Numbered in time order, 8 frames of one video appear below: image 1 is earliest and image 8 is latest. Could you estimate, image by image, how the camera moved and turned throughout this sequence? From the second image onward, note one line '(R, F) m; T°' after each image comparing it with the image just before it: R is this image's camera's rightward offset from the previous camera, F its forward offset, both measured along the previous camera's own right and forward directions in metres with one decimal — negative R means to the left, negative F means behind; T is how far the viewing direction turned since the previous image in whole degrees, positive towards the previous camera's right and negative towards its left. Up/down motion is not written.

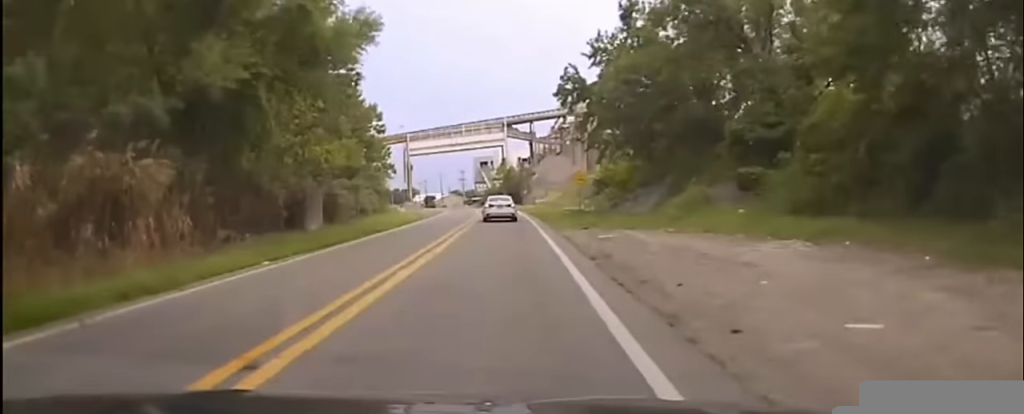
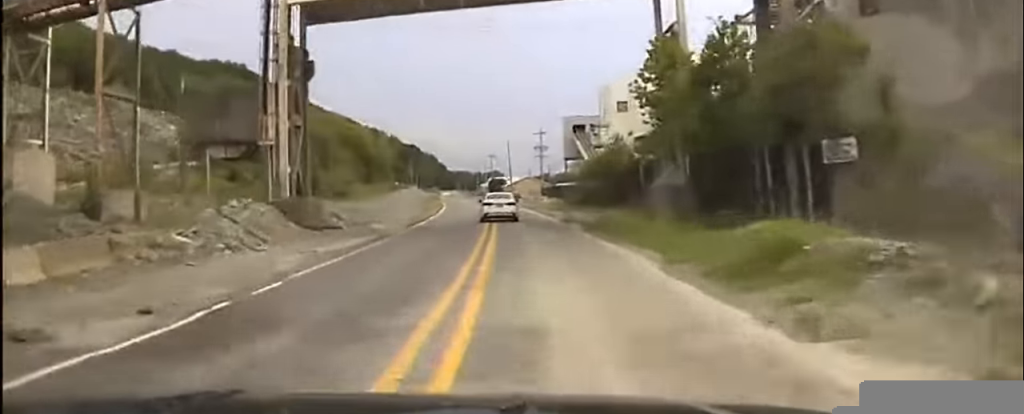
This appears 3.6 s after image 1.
(-4.6, +119.9) m; -6°
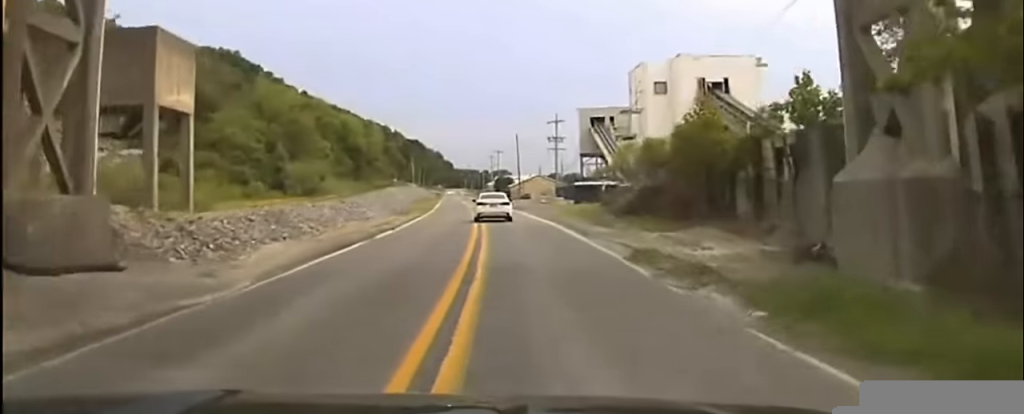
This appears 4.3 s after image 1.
(0.0, +23.9) m; 0°
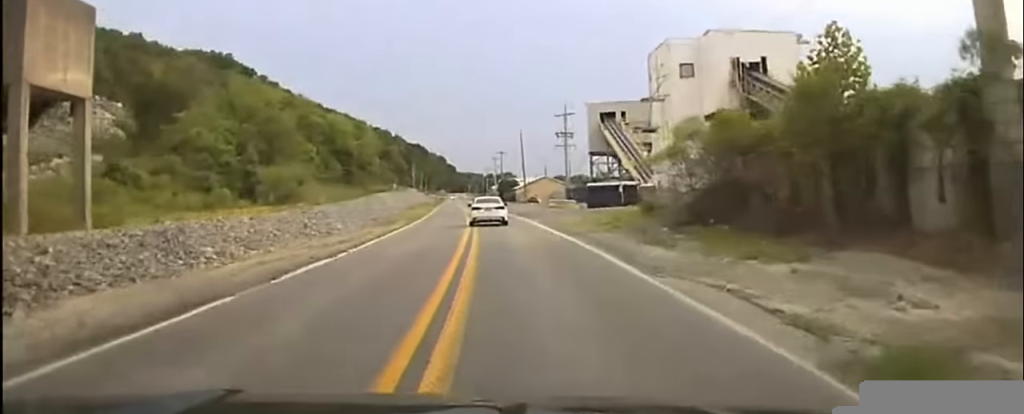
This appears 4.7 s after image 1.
(0.0, +14.5) m; 0°
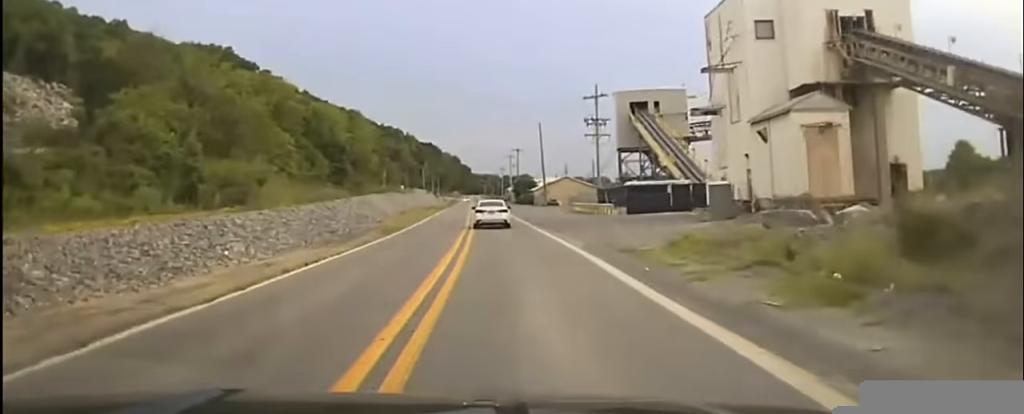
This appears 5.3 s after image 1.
(0.0, +21.3) m; 0°
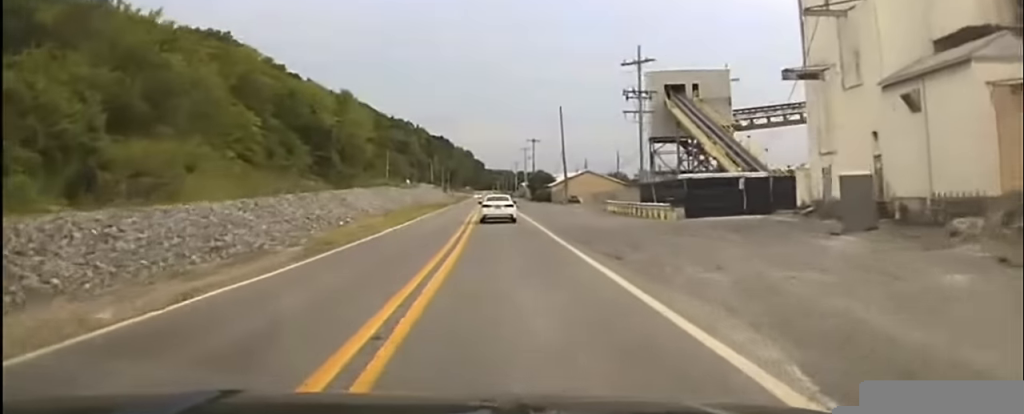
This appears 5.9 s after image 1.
(0.0, +20.4) m; 0°
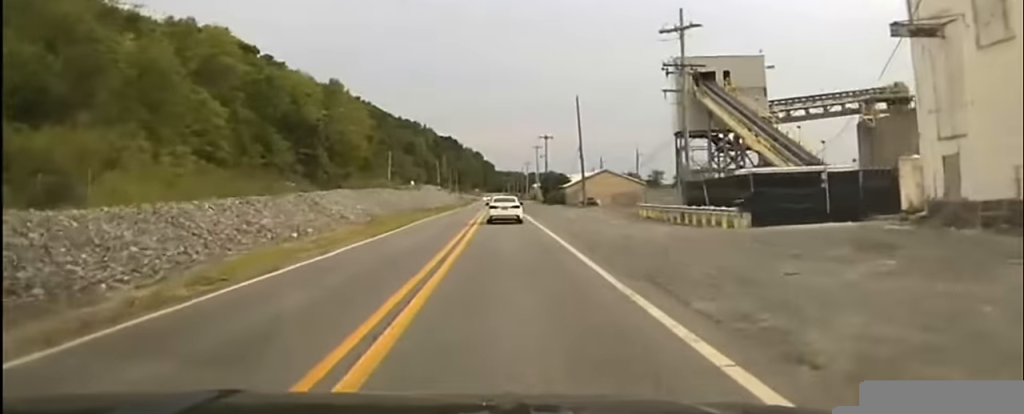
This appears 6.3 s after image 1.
(0.0, +13.0) m; 0°
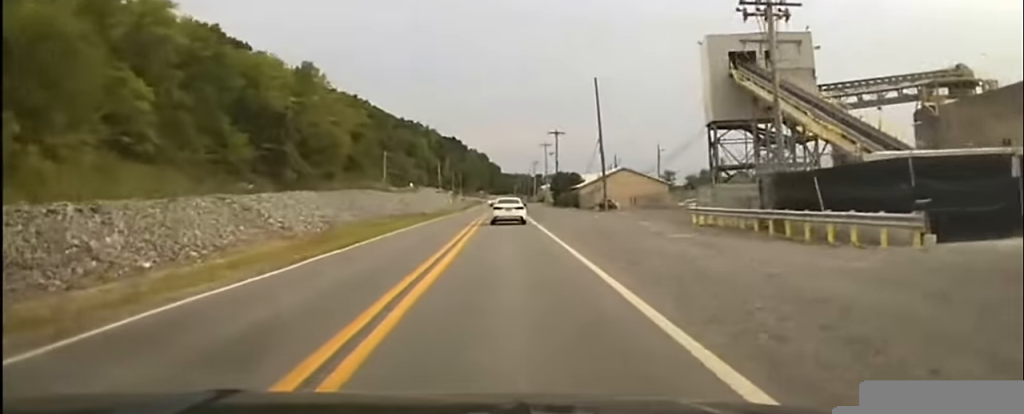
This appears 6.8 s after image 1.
(0.0, +14.5) m; -1°
